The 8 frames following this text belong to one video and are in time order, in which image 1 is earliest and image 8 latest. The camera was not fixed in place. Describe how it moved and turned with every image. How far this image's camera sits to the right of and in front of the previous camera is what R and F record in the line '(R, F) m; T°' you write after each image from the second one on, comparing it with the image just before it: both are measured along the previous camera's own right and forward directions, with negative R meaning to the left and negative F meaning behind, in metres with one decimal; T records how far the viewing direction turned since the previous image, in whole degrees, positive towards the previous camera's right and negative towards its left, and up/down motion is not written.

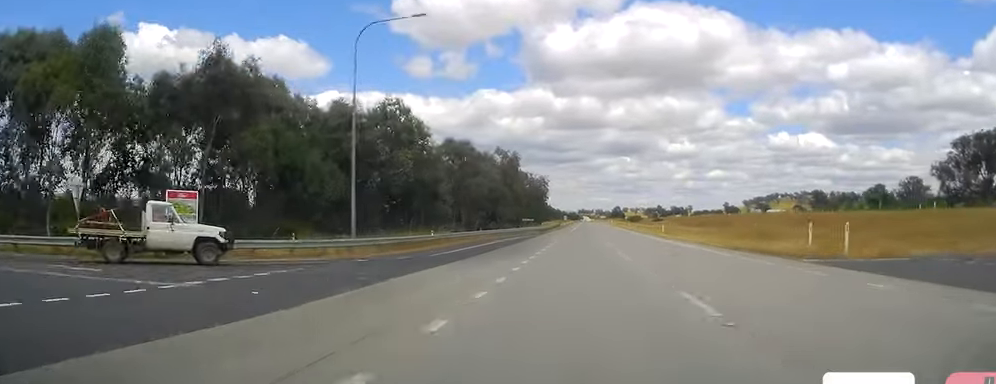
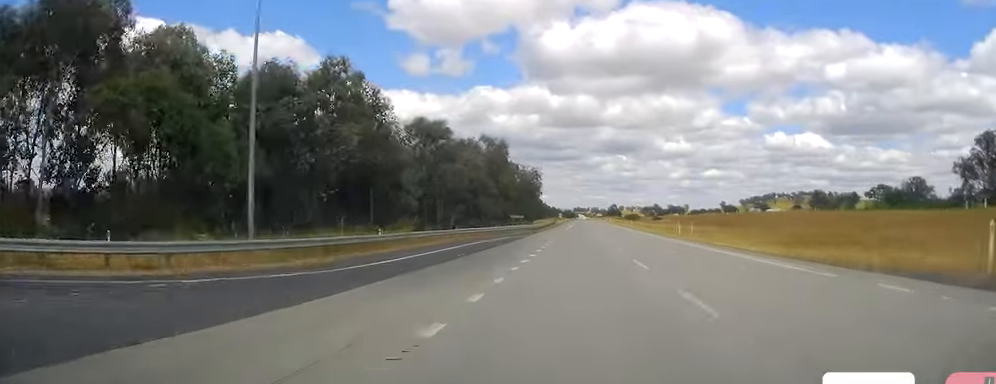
(+0.2, +12.5) m; 0°
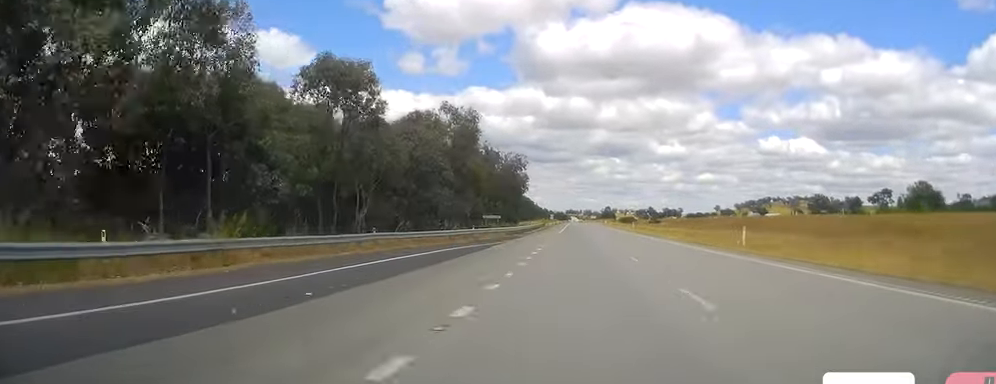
(-0.3, +22.0) m; 0°
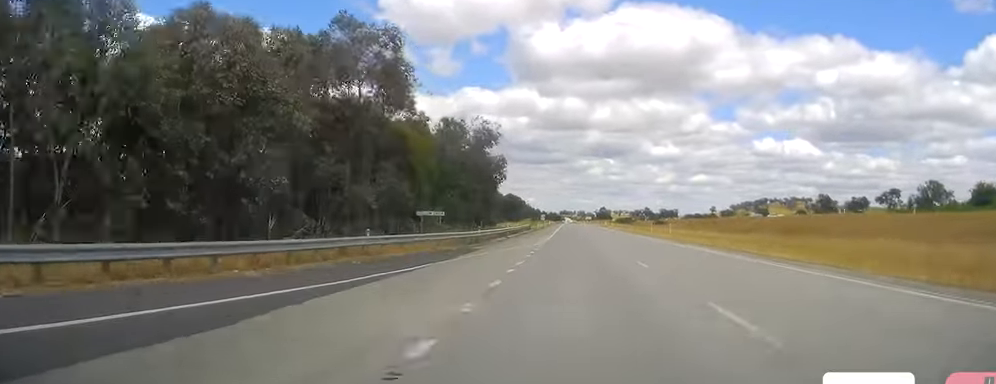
(+0.2, +26.9) m; +1°
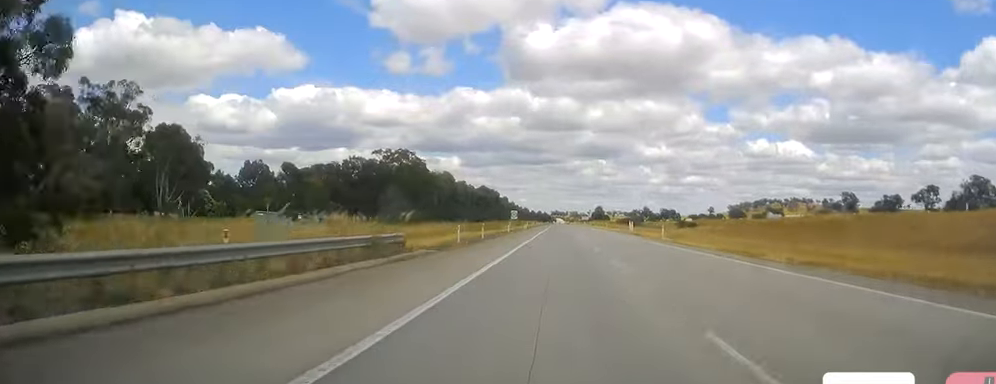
(+1.9, +73.9) m; +3°
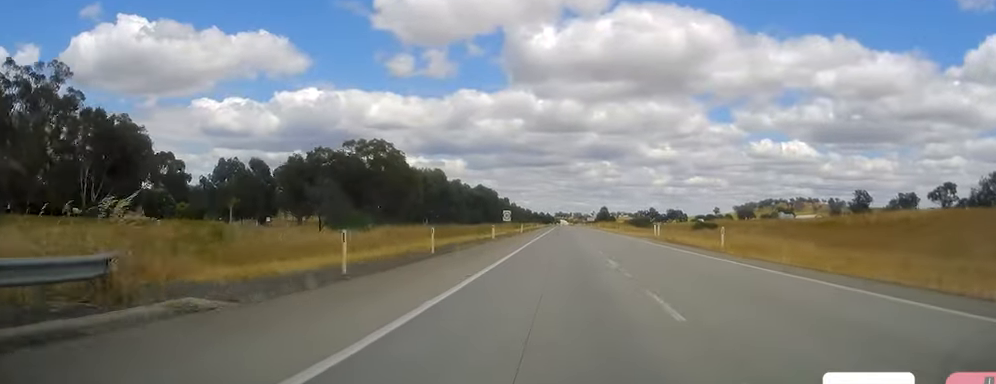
(+0.1, +19.2) m; -1°
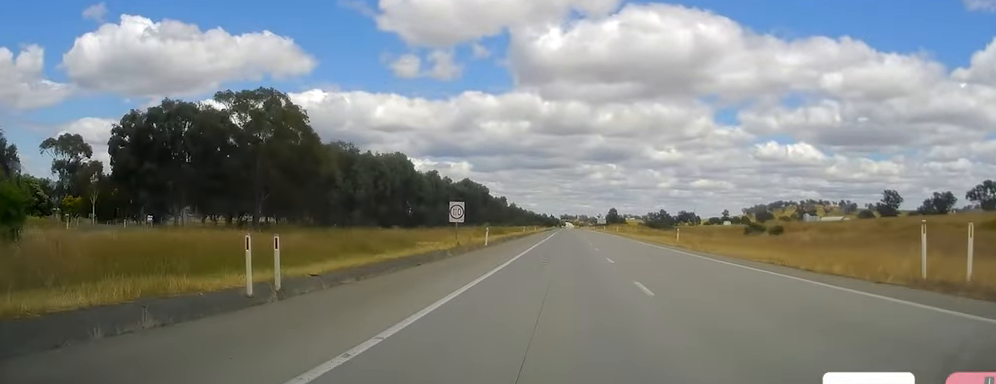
(-0.4, +44.1) m; 0°
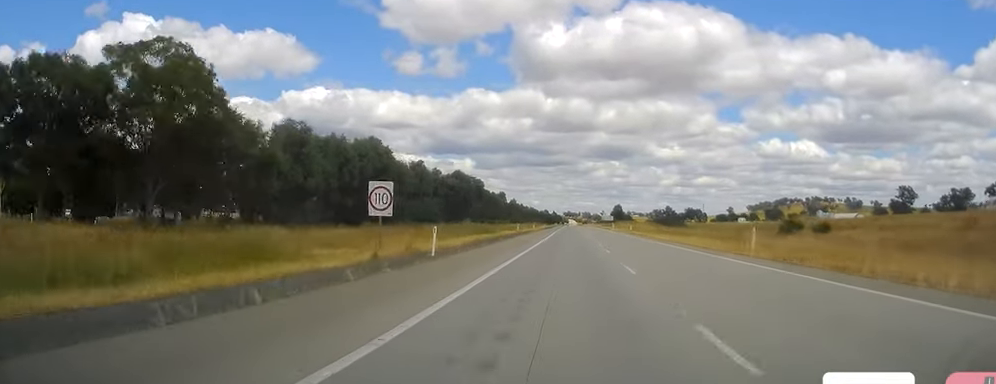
(+0.3, +19.3) m; 0°
